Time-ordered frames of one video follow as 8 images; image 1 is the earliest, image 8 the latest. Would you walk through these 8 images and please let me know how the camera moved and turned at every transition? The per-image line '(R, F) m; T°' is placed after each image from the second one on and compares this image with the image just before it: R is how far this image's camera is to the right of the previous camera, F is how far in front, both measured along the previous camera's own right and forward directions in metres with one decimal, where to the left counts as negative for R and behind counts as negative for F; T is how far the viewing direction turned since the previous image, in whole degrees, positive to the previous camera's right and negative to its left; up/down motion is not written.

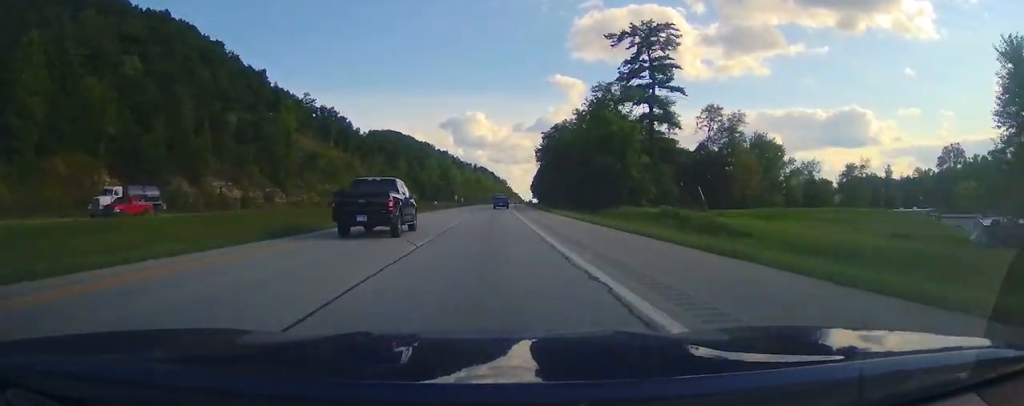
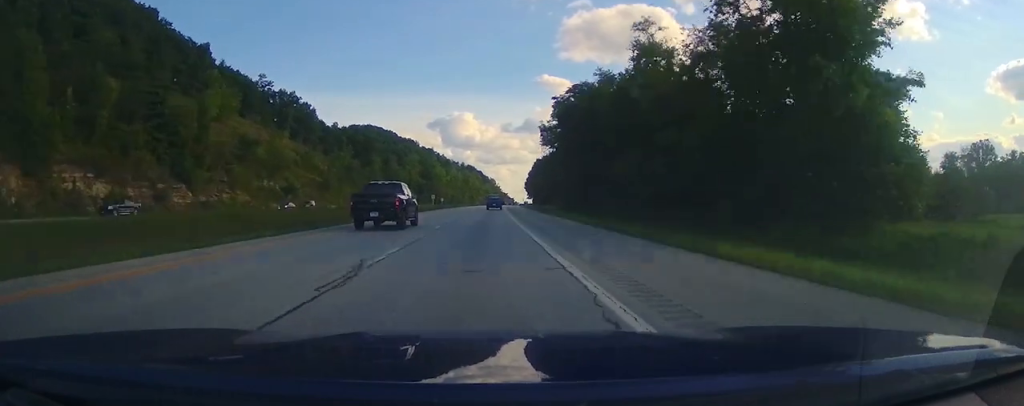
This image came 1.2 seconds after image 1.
(+0.5, +39.4) m; +1°
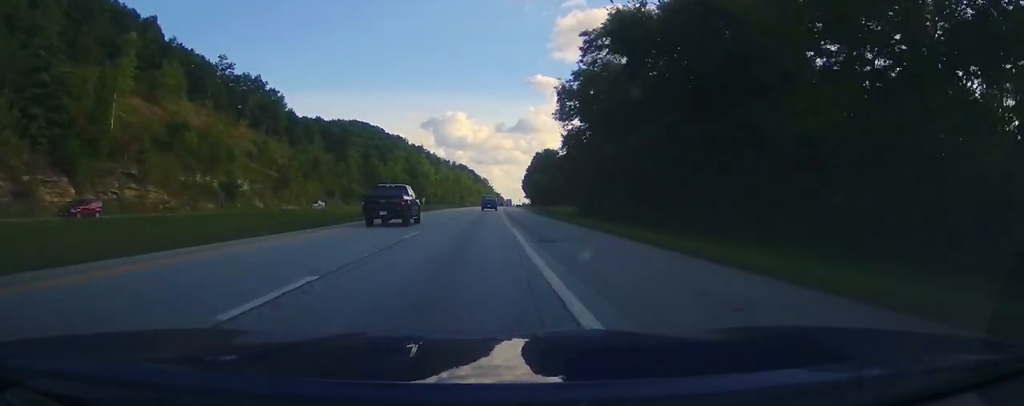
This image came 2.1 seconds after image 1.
(+0.2, +29.4) m; +1°
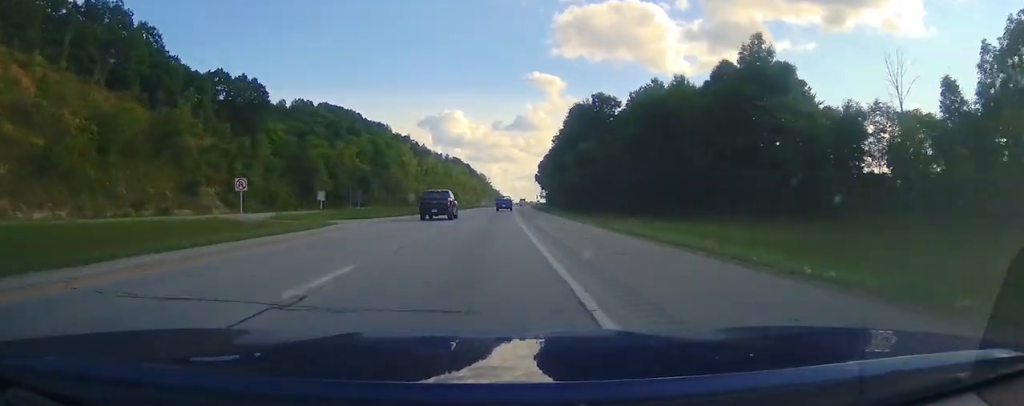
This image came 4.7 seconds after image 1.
(+0.7, +83.3) m; 0°
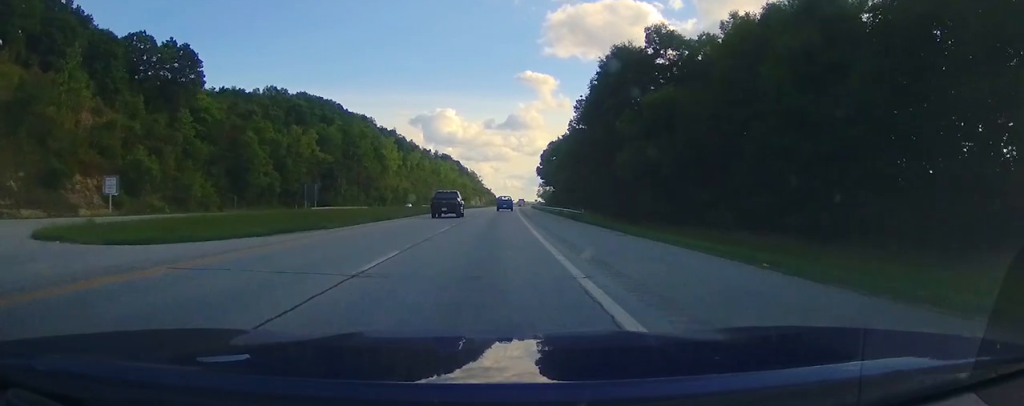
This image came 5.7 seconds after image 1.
(0.0, +33.5) m; 0°
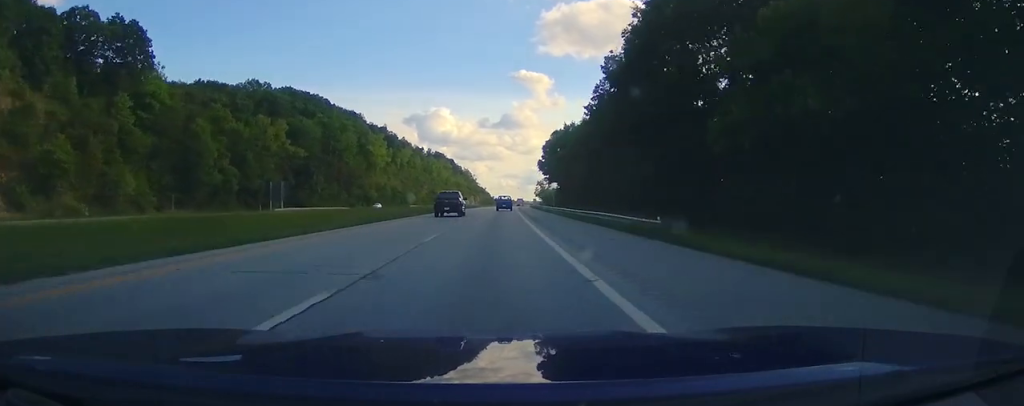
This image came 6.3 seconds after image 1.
(0.0, +18.4) m; 0°
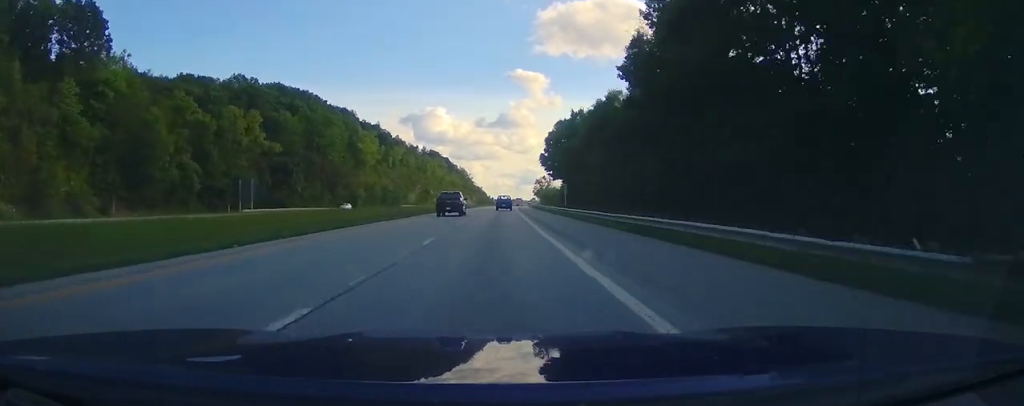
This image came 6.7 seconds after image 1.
(0.0, +12.9) m; 0°
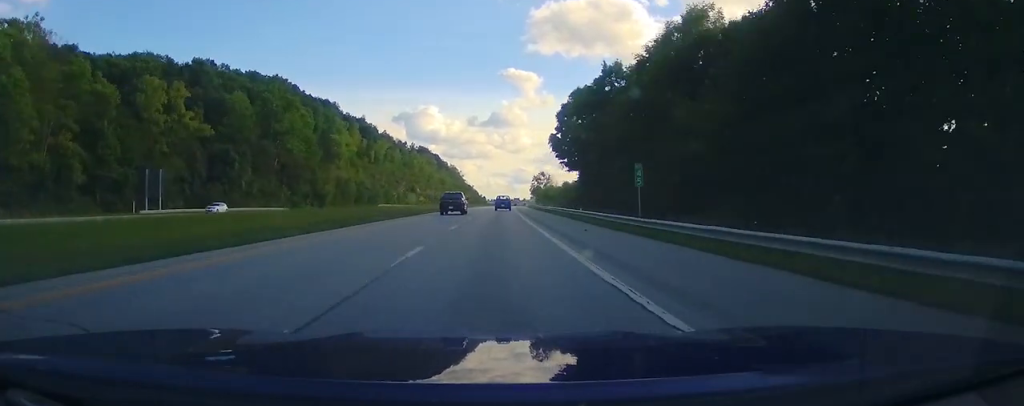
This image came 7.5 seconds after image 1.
(0.0, +28.1) m; +2°
